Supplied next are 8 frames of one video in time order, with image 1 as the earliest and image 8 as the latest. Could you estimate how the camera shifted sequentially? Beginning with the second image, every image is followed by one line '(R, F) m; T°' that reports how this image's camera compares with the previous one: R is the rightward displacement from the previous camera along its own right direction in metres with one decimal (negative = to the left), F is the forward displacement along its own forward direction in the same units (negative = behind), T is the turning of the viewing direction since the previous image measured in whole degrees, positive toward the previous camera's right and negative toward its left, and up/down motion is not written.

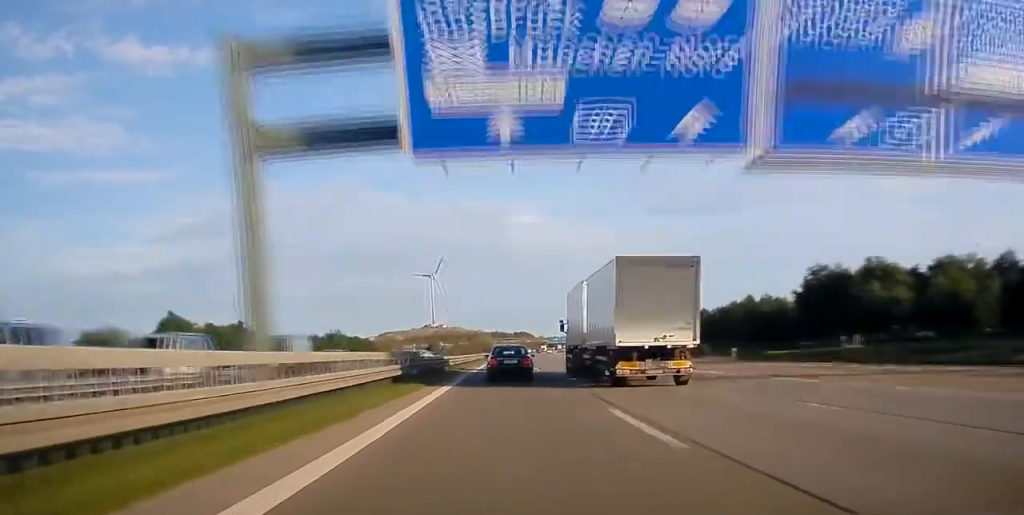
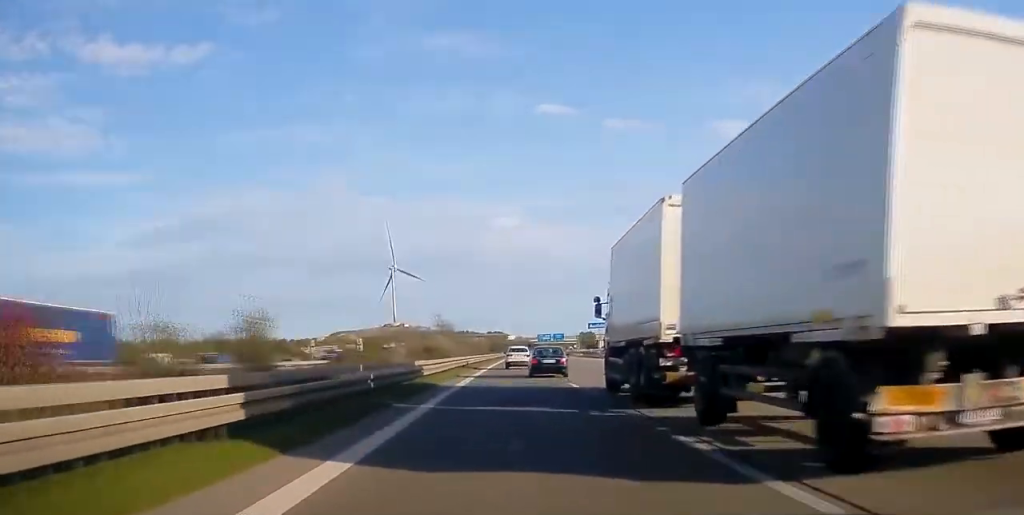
(+2.0, +136.6) m; +2°
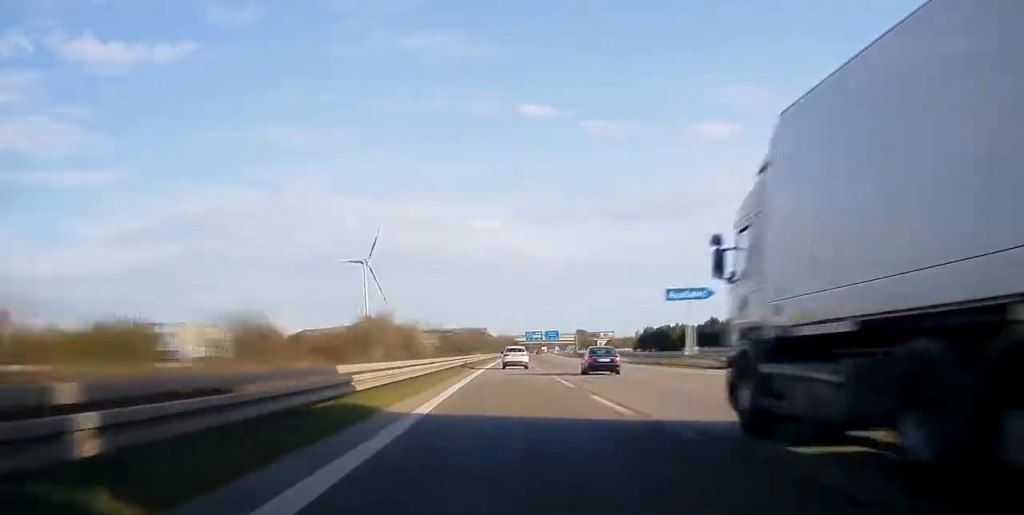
(+0.7, +109.7) m; +1°
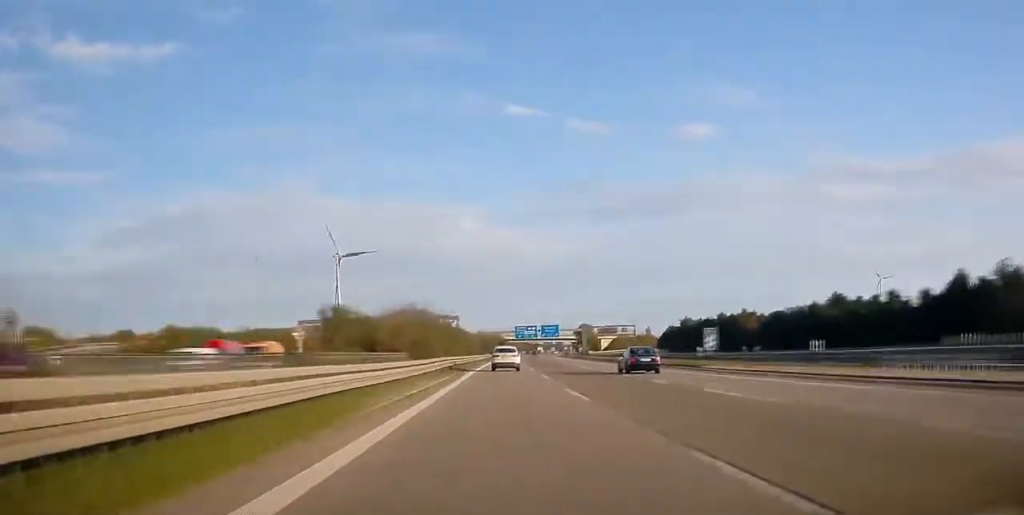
(+1.7, +94.5) m; +2°
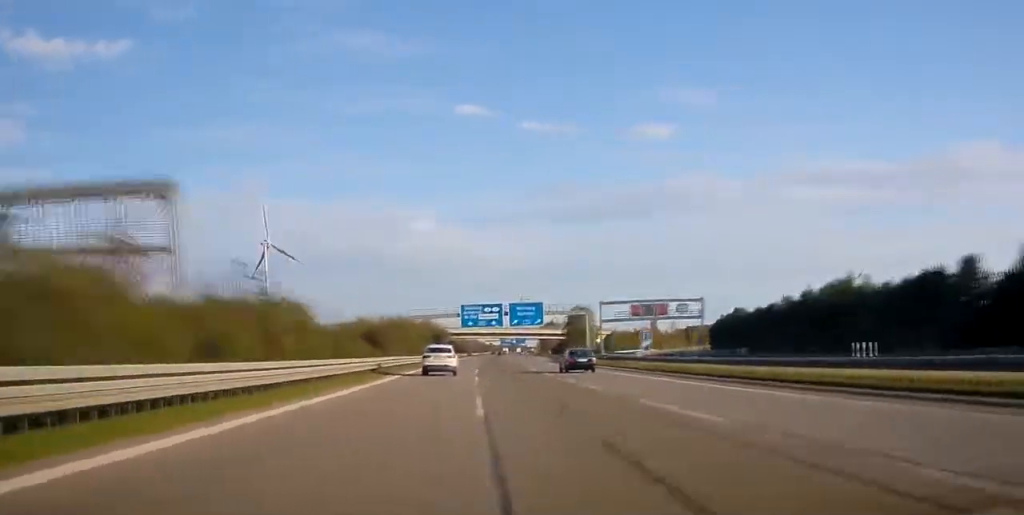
(+2.6, +122.5) m; +2°
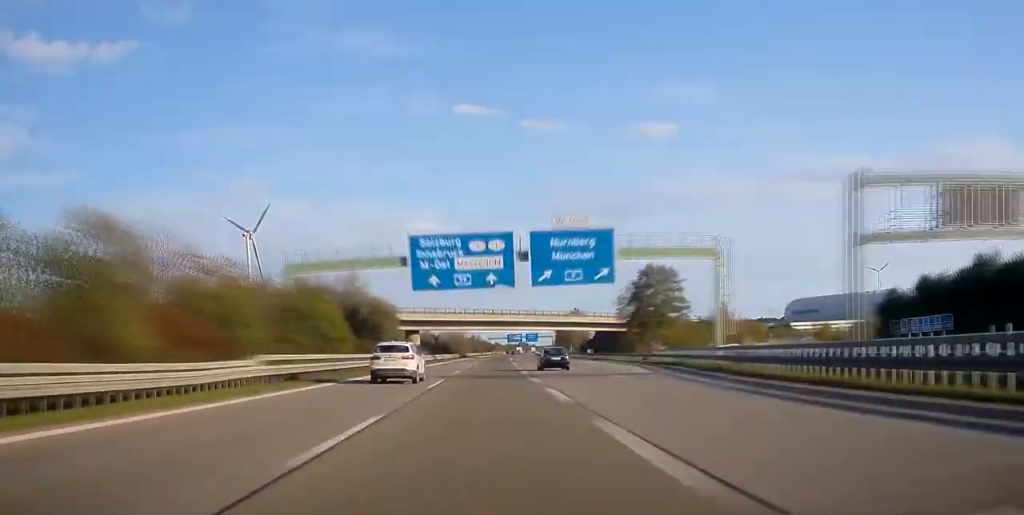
(+0.7, +78.5) m; +1°
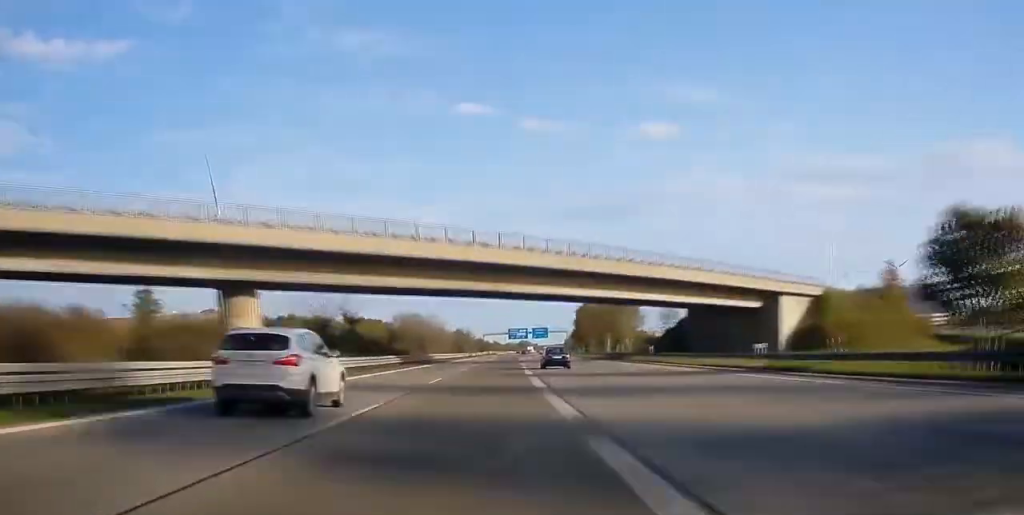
(-0.1, +85.2) m; 0°
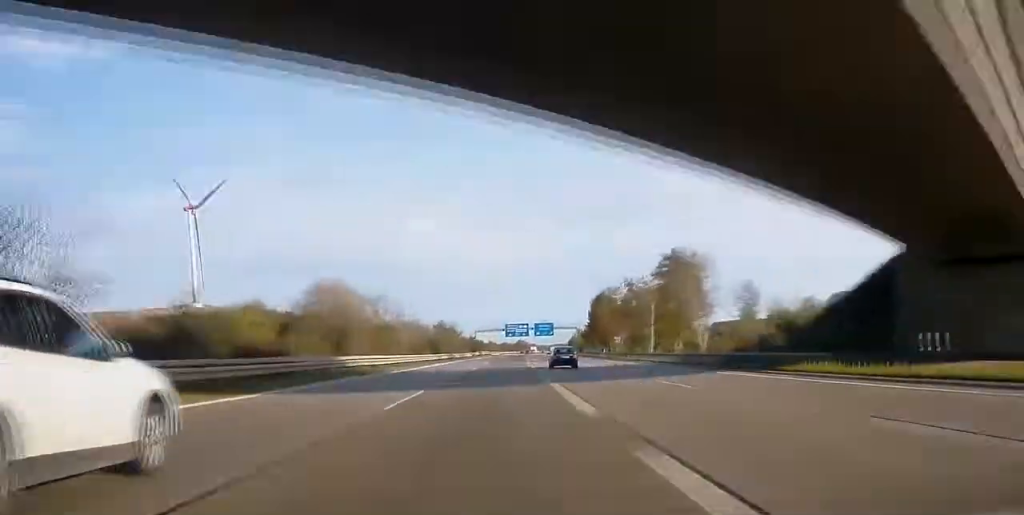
(+0.3, +46.8) m; 0°
